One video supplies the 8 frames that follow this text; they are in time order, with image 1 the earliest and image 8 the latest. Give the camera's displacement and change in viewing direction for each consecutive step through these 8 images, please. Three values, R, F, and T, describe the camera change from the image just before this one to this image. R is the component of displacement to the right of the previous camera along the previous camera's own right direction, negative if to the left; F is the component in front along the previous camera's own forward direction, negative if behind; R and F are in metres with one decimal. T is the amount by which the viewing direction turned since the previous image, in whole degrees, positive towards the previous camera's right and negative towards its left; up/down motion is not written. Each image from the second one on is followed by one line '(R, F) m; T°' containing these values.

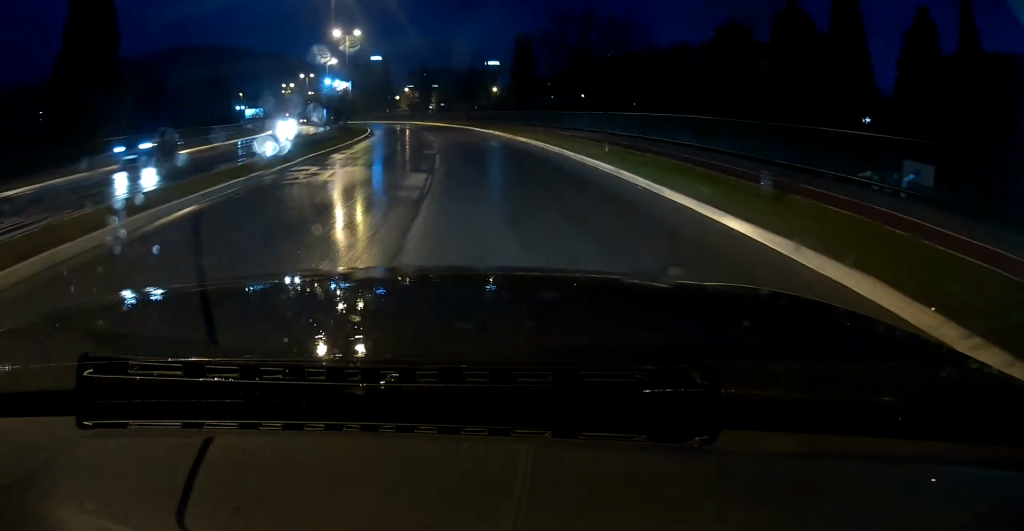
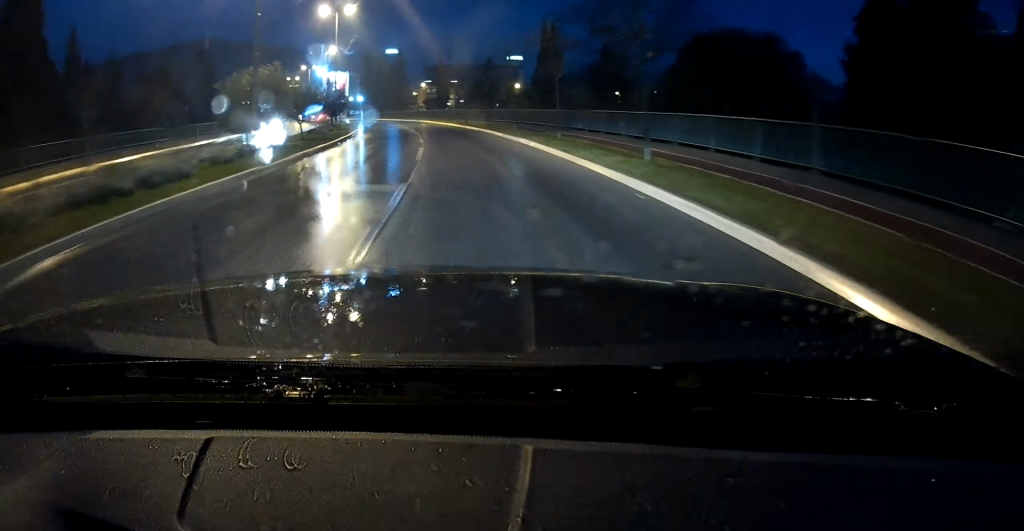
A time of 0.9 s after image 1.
(0.0, +13.4) m; -1°
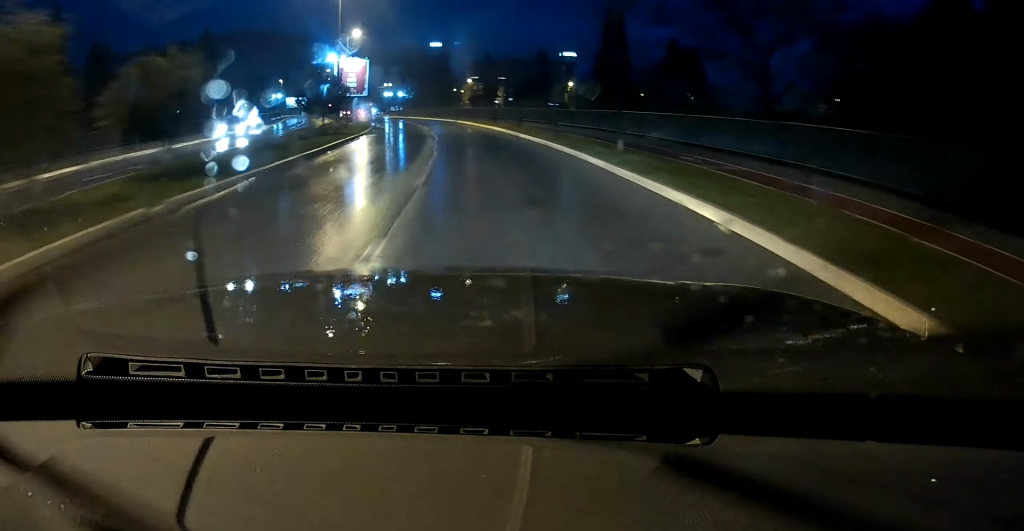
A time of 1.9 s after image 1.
(-0.3, +15.4) m; -2°
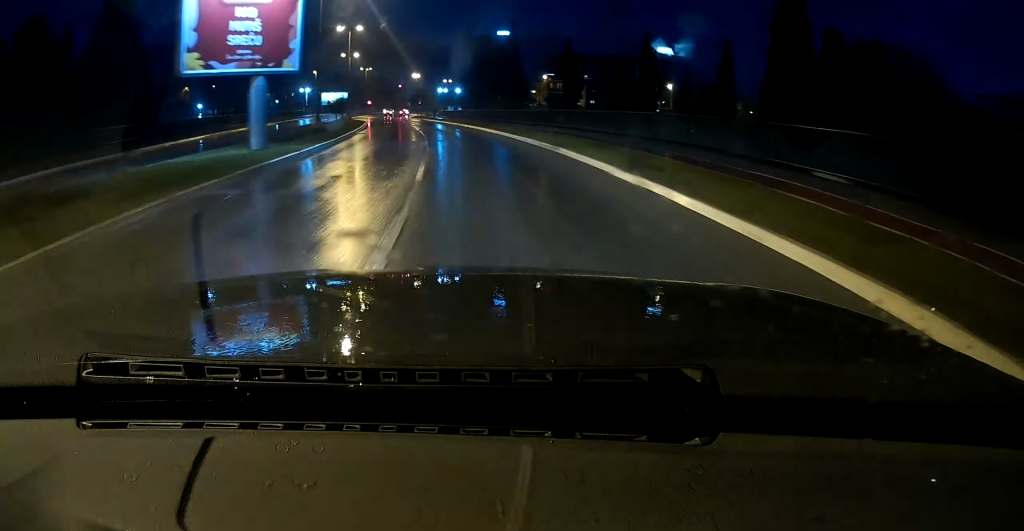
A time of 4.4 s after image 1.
(-1.6, +38.2) m; -6°
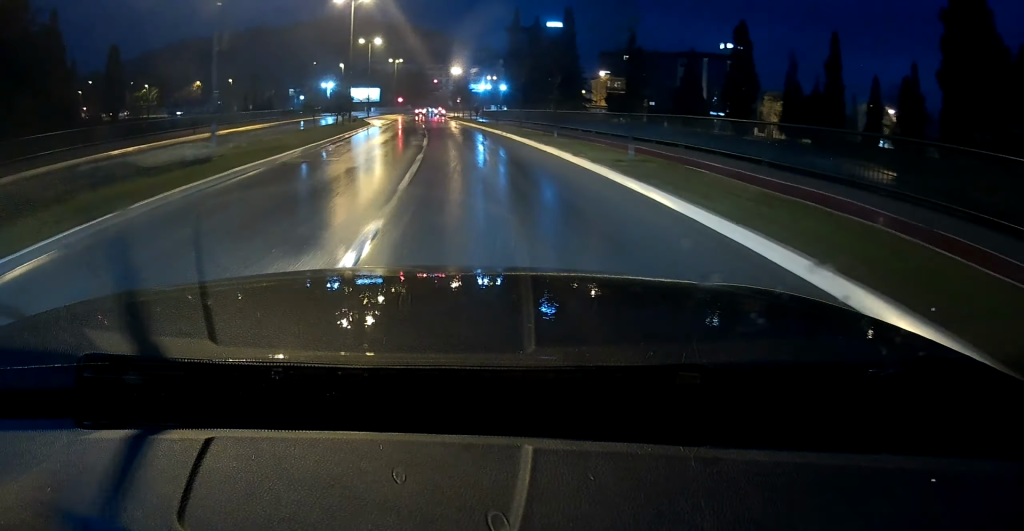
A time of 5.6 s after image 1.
(-0.8, +19.5) m; -3°
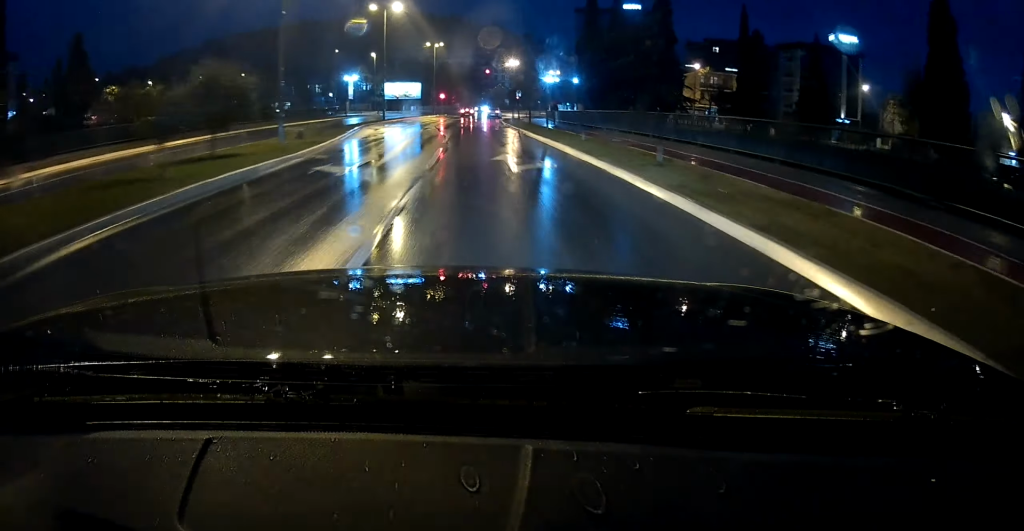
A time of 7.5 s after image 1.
(-1.0, +27.7) m; -3°
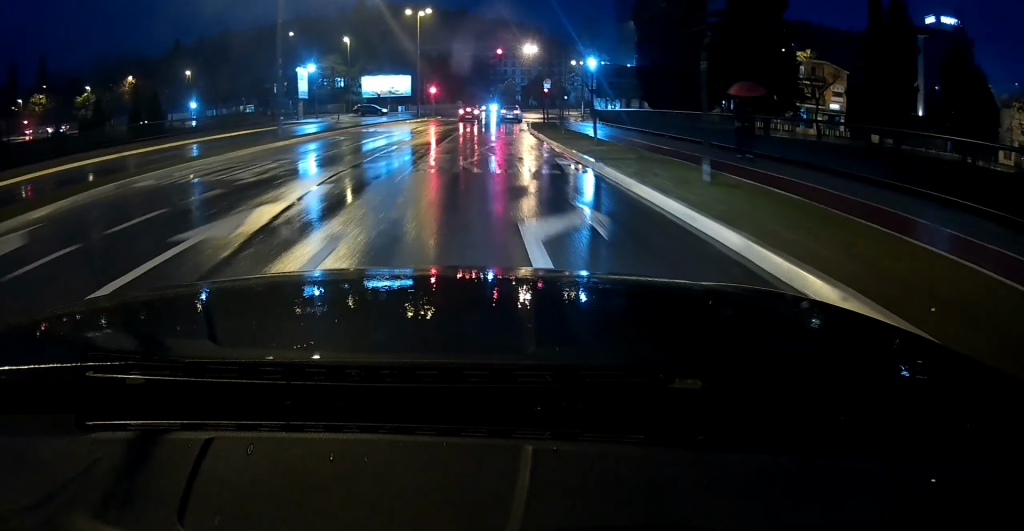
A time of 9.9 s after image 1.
(-0.4, +29.5) m; -2°
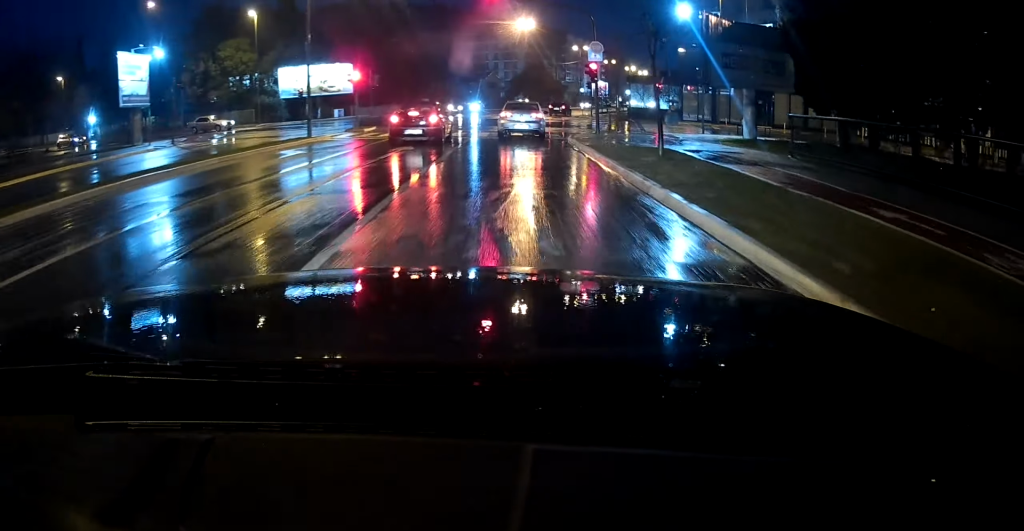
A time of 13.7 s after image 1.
(+0.1, +31.6) m; +4°
